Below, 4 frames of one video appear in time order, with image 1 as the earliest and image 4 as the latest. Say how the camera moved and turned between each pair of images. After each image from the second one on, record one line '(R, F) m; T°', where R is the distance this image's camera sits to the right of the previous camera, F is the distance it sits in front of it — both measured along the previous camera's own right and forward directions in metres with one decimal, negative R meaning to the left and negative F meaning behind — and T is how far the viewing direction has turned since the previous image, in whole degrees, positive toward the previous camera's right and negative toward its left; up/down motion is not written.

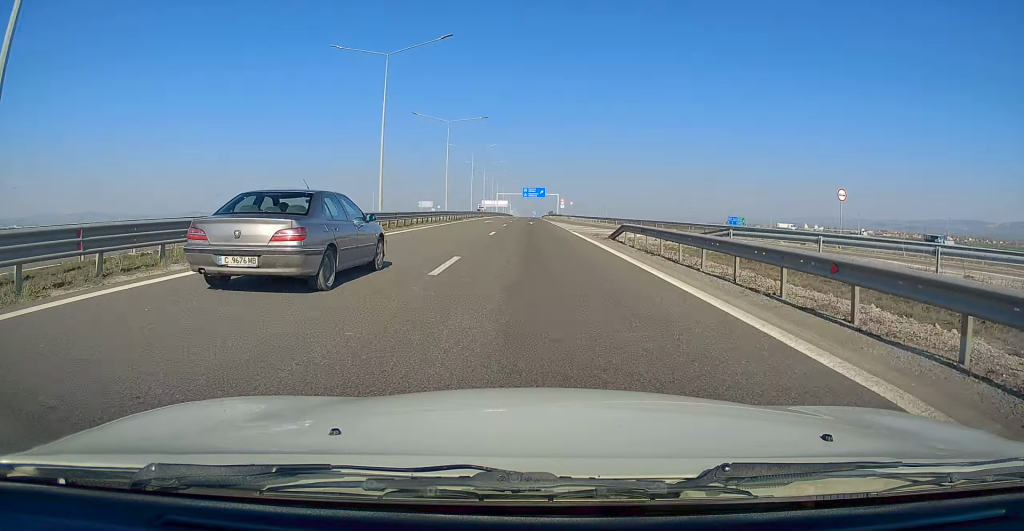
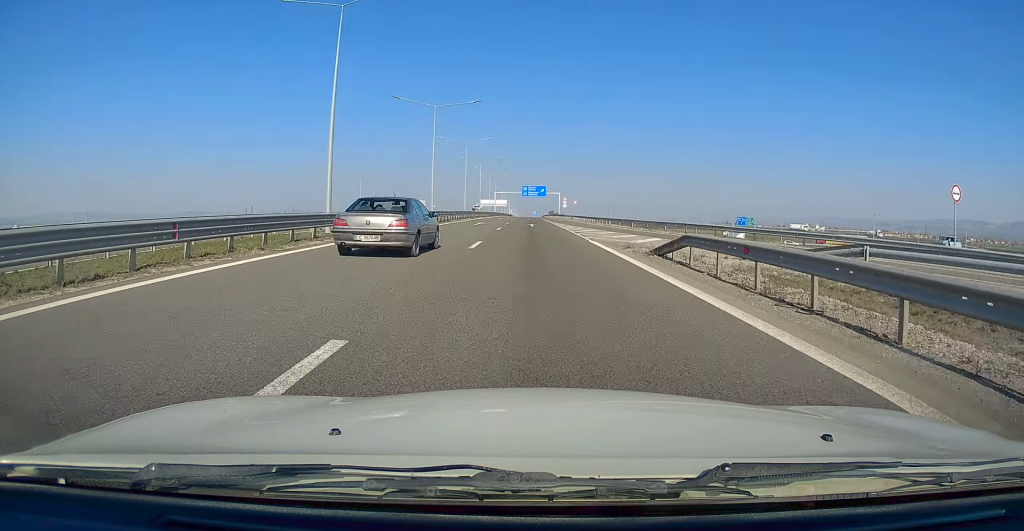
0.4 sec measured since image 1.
(0.0, +9.0) m; 0°
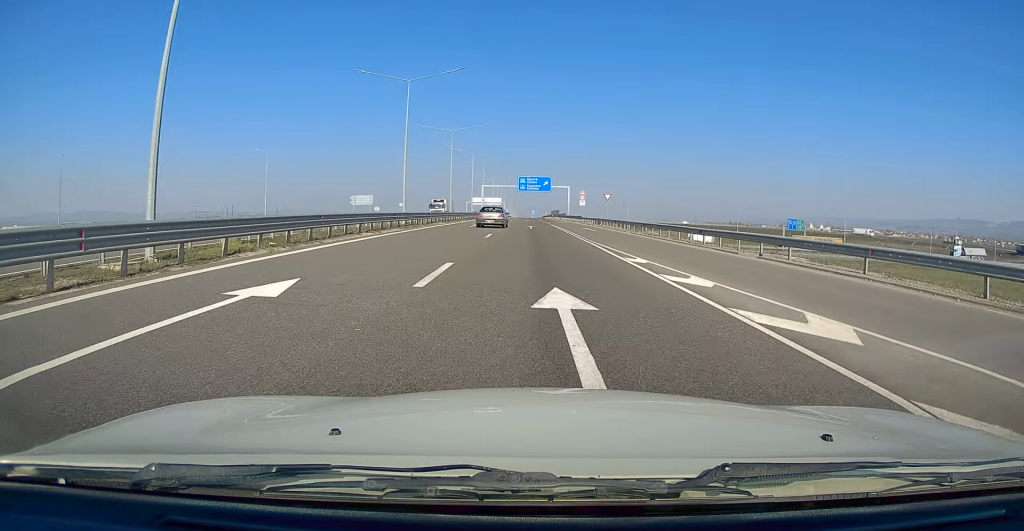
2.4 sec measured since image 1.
(+0.2, +40.2) m; -1°
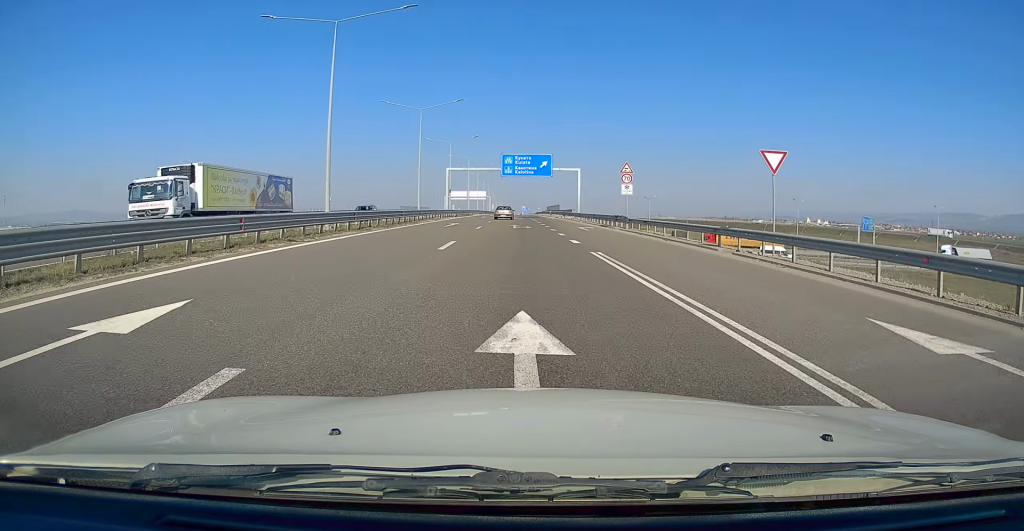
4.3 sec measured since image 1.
(-0.1, +39.9) m; +2°
